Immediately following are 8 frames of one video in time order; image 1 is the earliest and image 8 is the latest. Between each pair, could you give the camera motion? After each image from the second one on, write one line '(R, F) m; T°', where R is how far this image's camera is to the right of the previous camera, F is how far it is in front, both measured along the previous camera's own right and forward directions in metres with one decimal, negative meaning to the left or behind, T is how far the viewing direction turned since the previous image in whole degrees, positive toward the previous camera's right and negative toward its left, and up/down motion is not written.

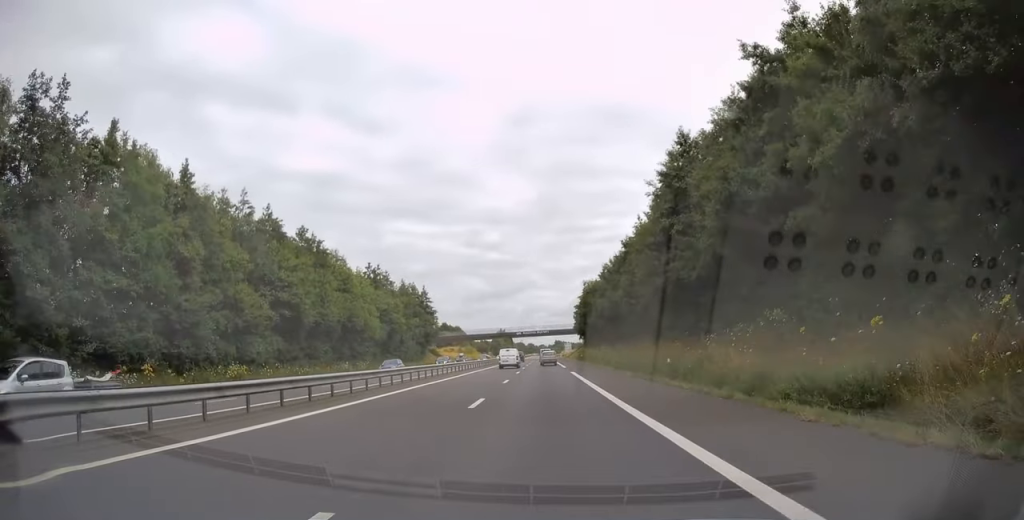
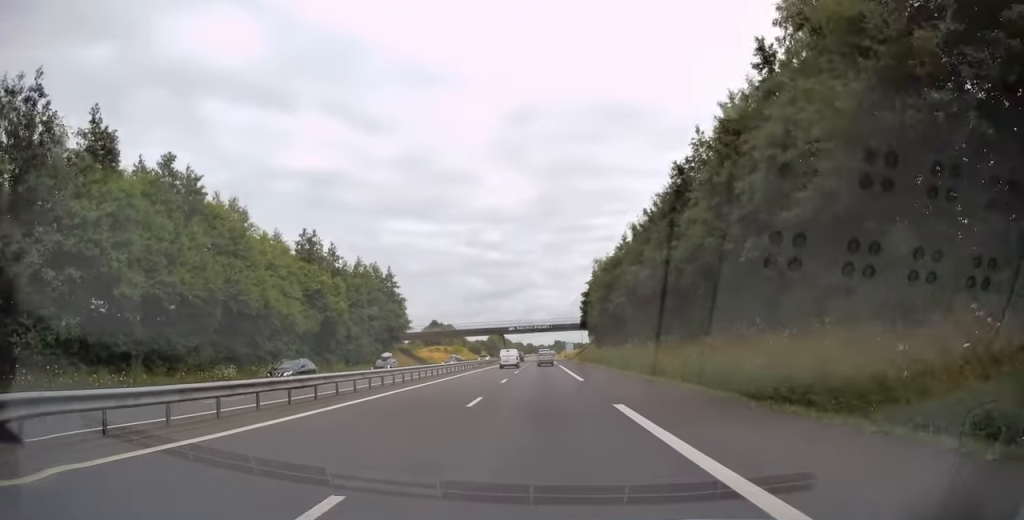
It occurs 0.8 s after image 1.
(0.0, +25.3) m; 0°
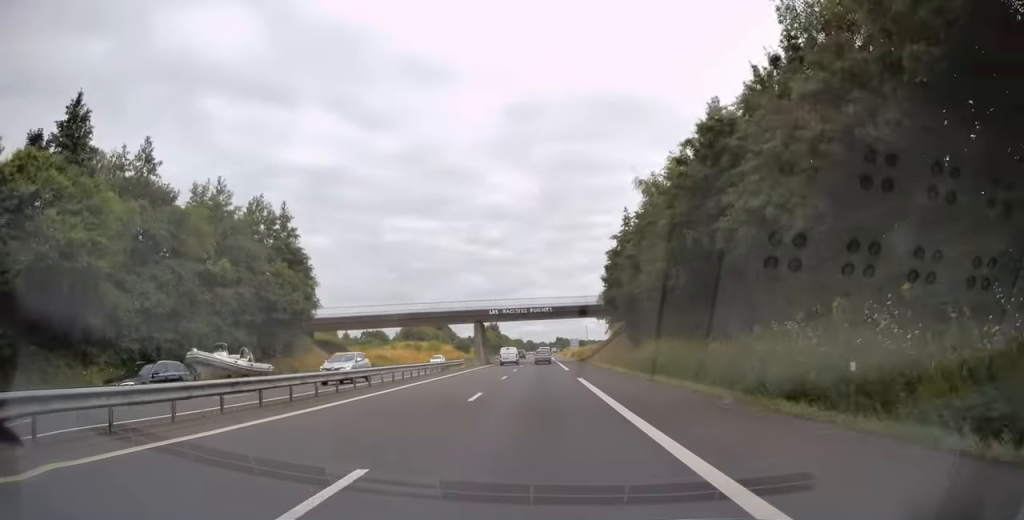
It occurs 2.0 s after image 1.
(0.0, +37.7) m; 0°
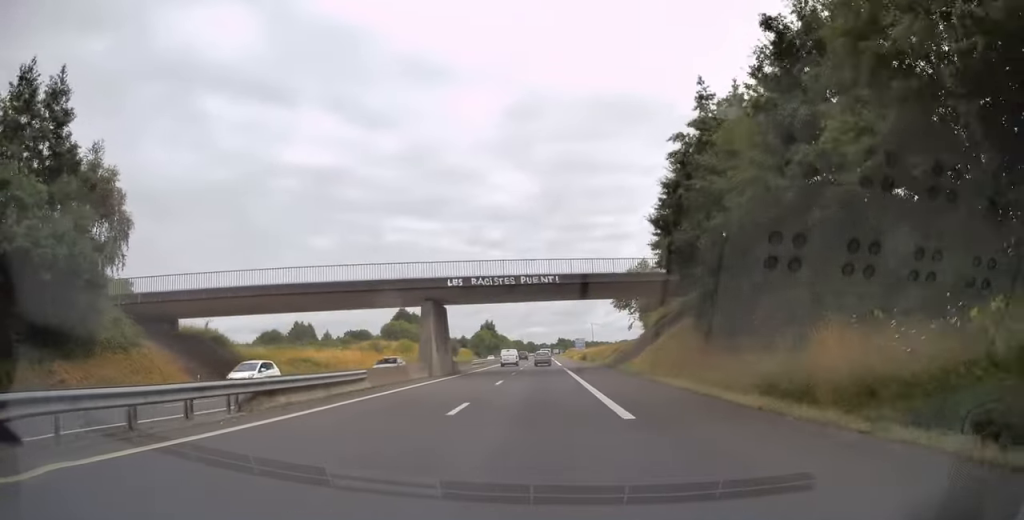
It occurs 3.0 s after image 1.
(0.0, +29.4) m; 0°
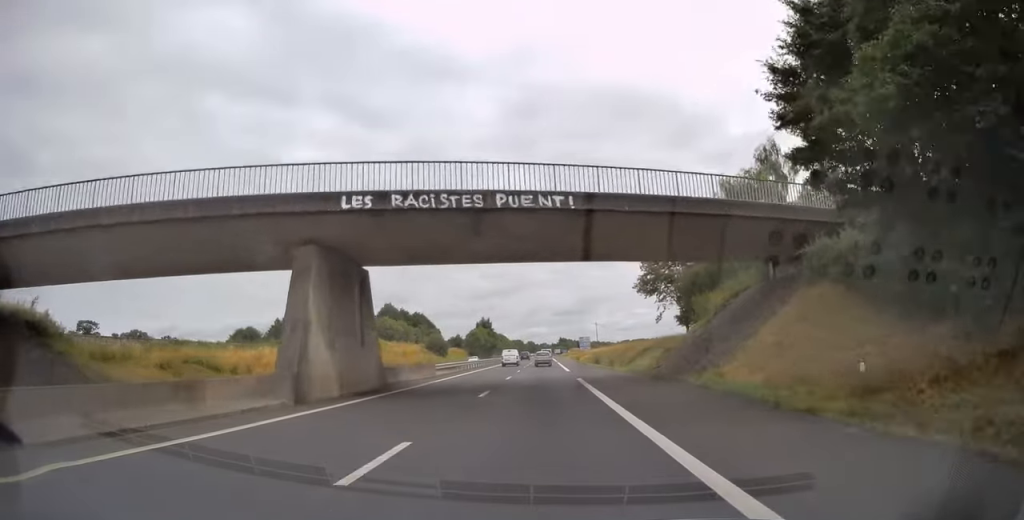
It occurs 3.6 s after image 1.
(0.0, +20.1) m; 0°
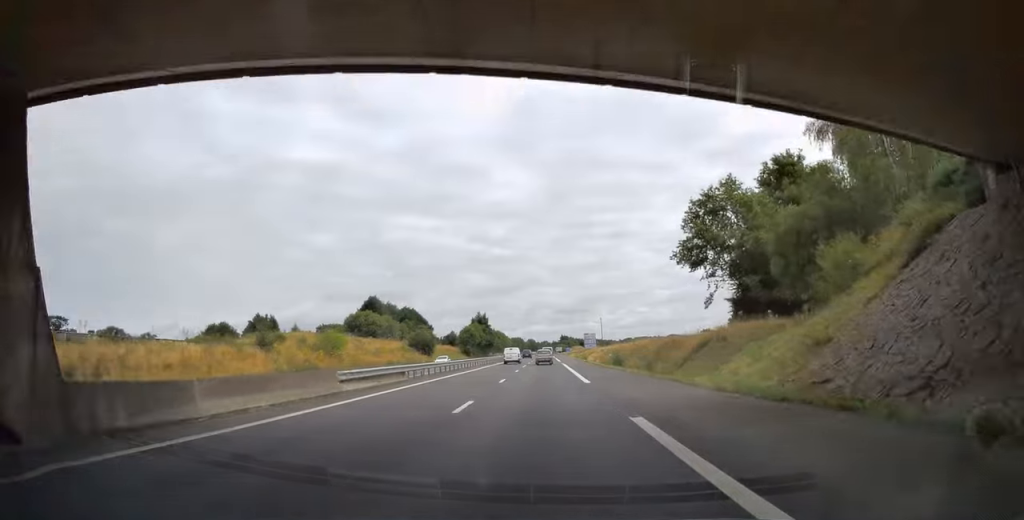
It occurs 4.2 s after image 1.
(0.0, +18.5) m; 0°
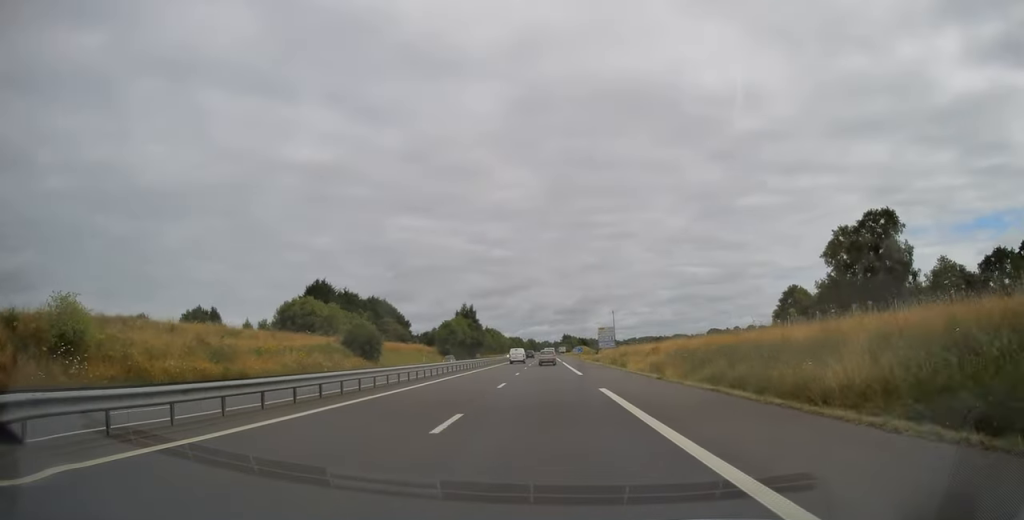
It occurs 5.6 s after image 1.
(-0.1, +42.3) m; 0°
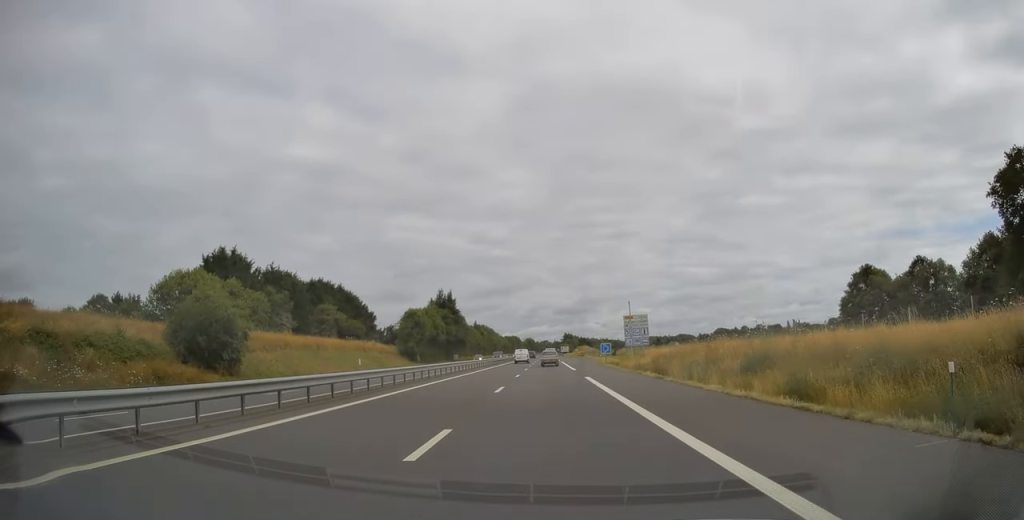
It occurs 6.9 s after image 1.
(0.0, +41.3) m; 0°
